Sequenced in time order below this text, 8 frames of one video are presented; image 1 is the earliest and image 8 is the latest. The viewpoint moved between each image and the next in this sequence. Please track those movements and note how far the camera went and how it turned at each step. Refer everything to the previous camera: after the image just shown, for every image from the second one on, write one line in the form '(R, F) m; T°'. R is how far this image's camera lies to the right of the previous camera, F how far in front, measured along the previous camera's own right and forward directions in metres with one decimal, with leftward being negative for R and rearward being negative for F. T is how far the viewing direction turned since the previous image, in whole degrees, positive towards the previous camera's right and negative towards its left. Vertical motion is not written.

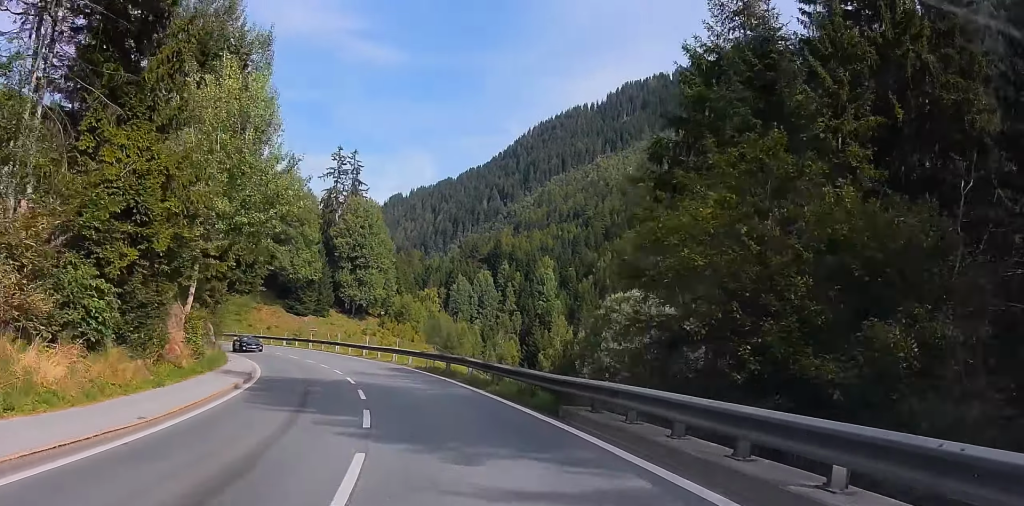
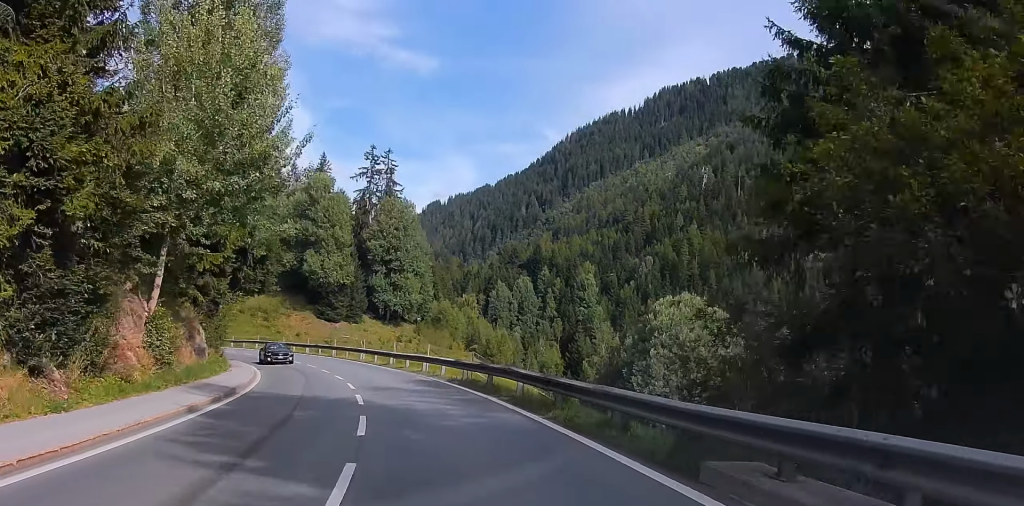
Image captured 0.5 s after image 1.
(0.0, +6.6) m; -2°
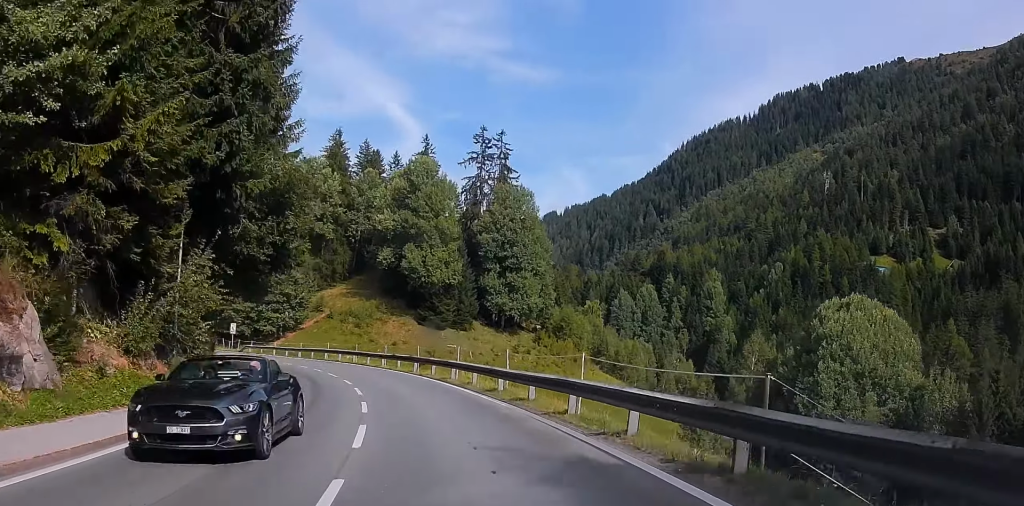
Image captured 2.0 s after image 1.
(-0.4, +19.2) m; -9°
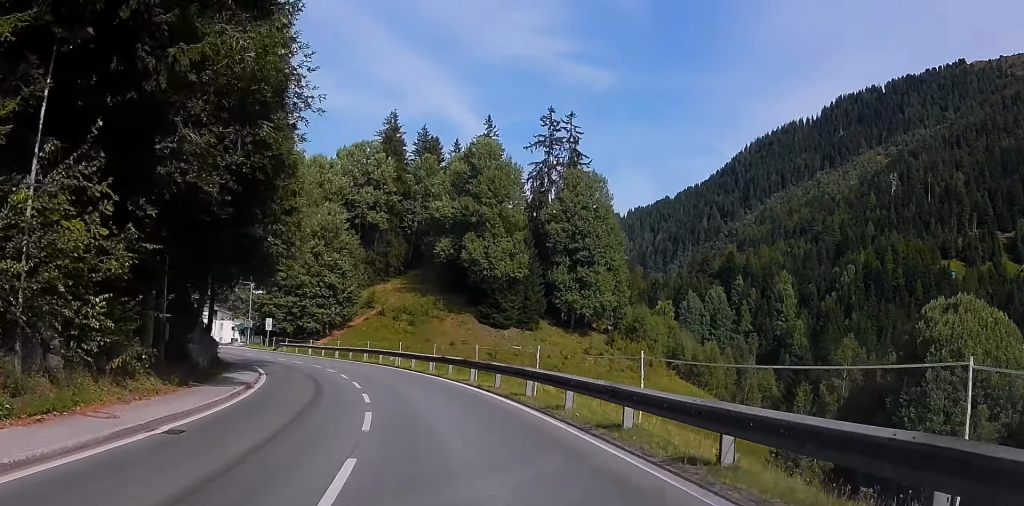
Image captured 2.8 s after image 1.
(-0.9, +10.8) m; -5°
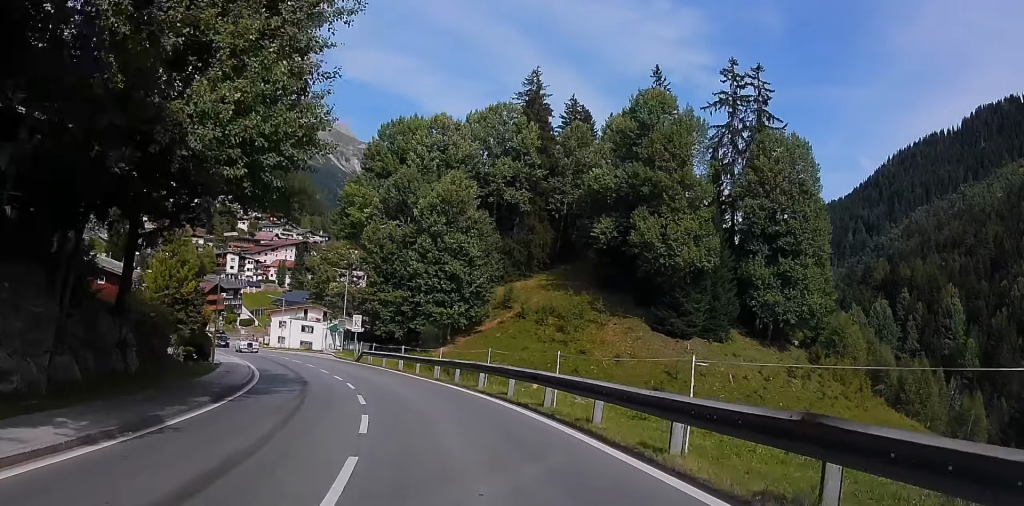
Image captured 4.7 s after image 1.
(-2.1, +24.2) m; -11°
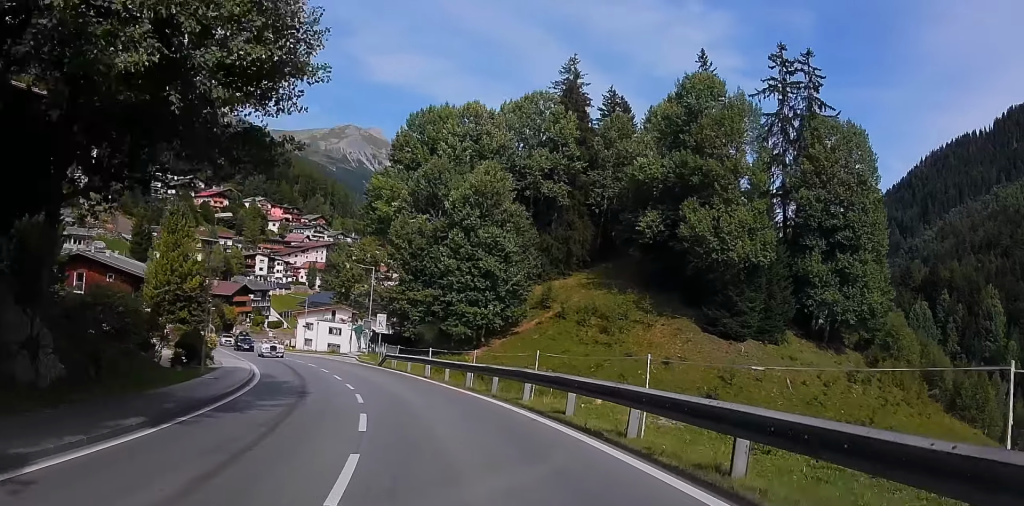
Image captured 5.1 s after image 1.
(-0.2, +5.5) m; -3°
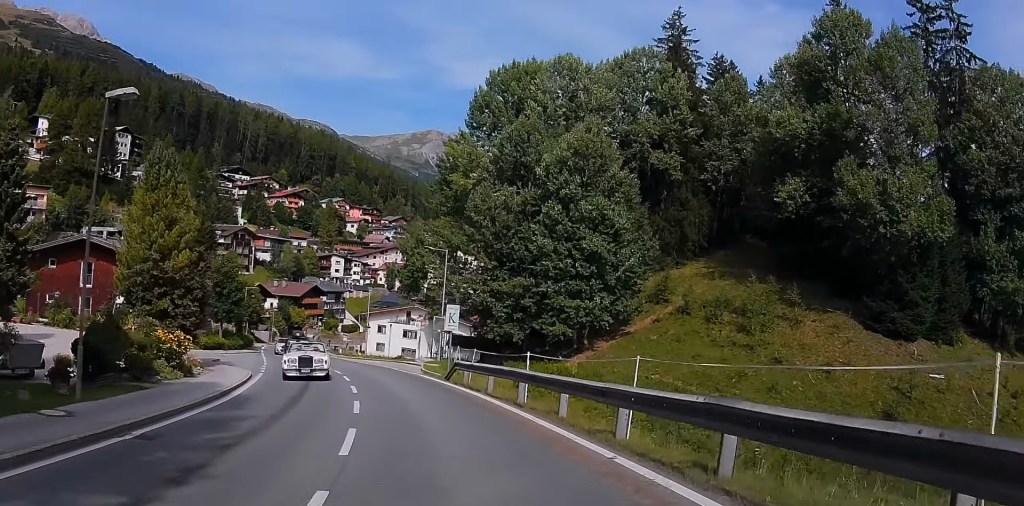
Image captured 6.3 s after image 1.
(-0.9, +14.7) m; -13°
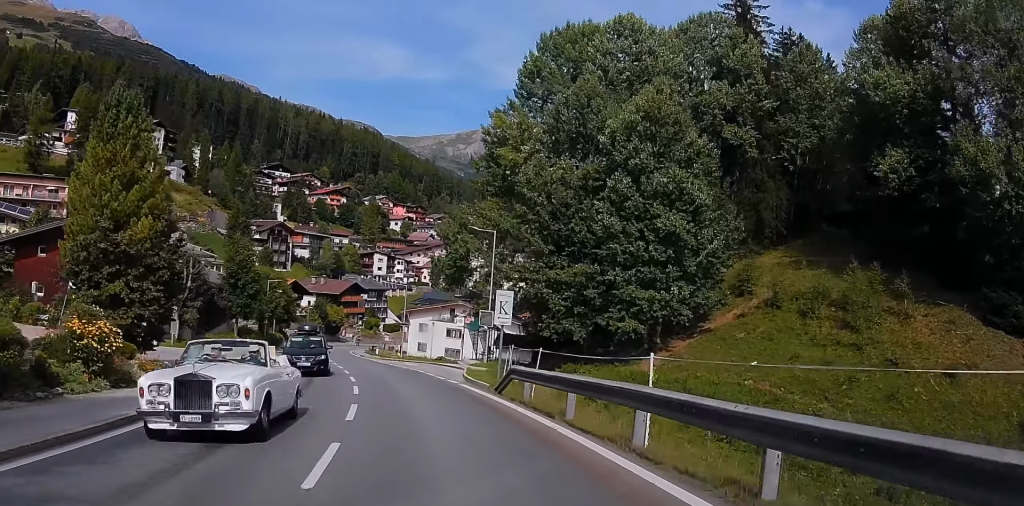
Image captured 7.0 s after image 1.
(-1.6, +8.8) m; -5°
